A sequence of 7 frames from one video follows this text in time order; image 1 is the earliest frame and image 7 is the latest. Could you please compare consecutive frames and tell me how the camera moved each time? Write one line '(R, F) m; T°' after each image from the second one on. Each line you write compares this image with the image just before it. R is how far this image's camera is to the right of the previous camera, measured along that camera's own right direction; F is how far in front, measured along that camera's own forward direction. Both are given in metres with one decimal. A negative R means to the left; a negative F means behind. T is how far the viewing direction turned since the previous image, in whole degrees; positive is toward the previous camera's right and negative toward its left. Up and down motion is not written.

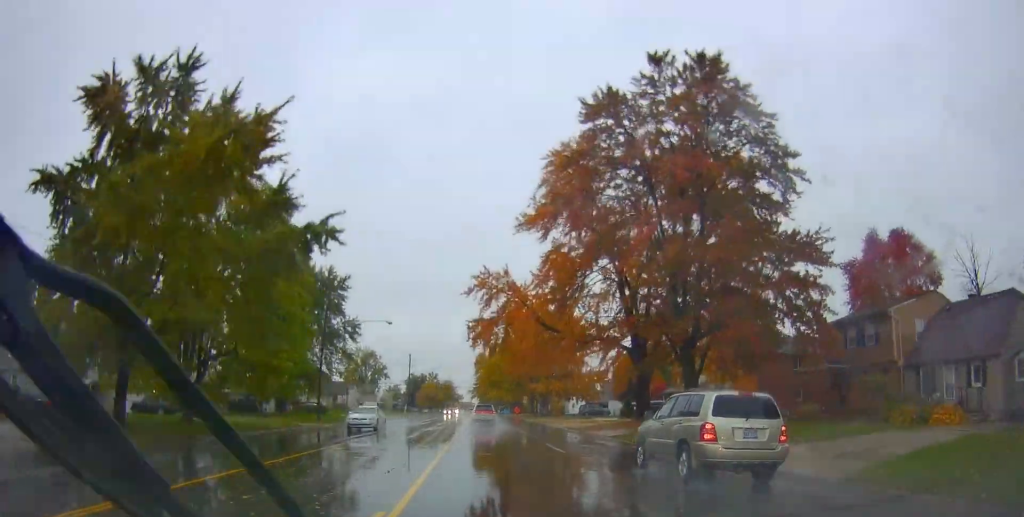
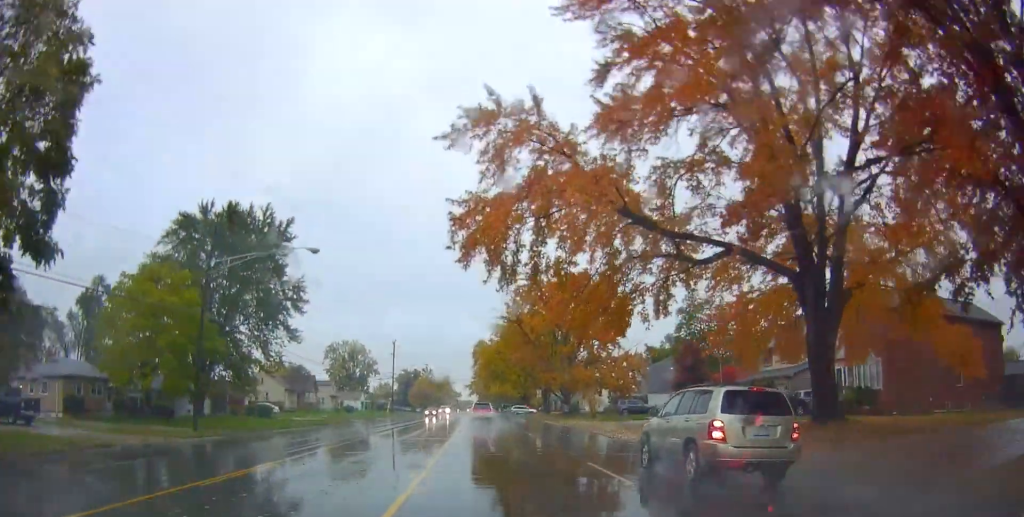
(+0.4, +23.8) m; +1°
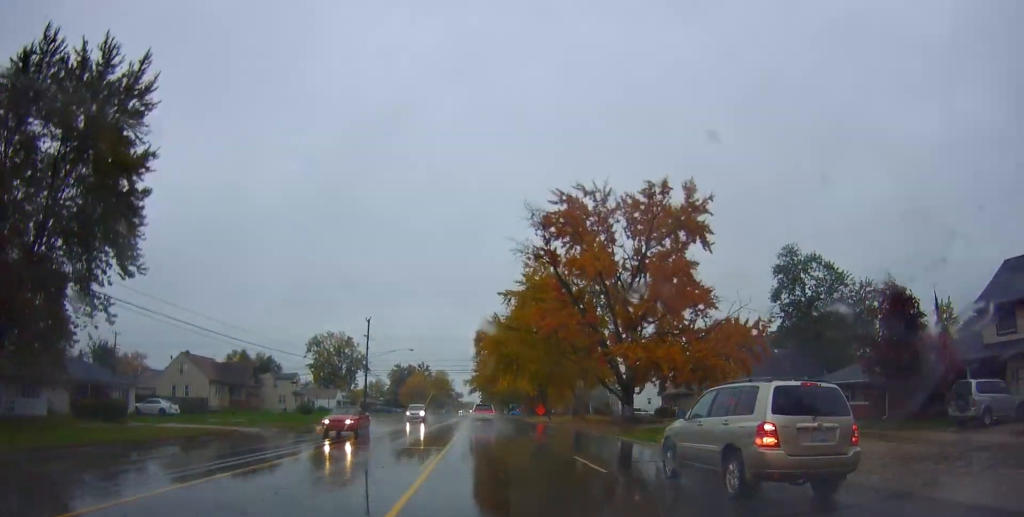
(-0.3, +28.3) m; 0°
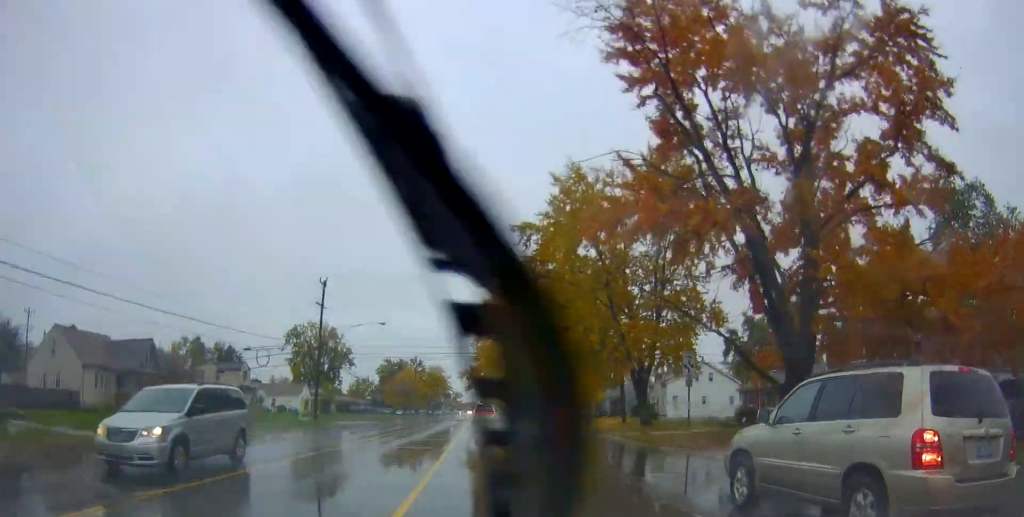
(+0.4, +24.8) m; +1°
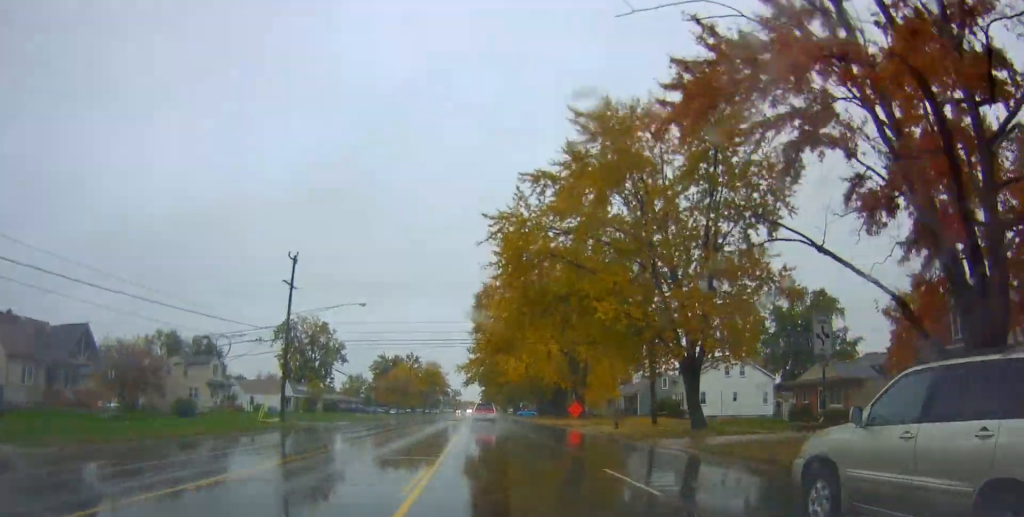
(0.0, +9.8) m; 0°
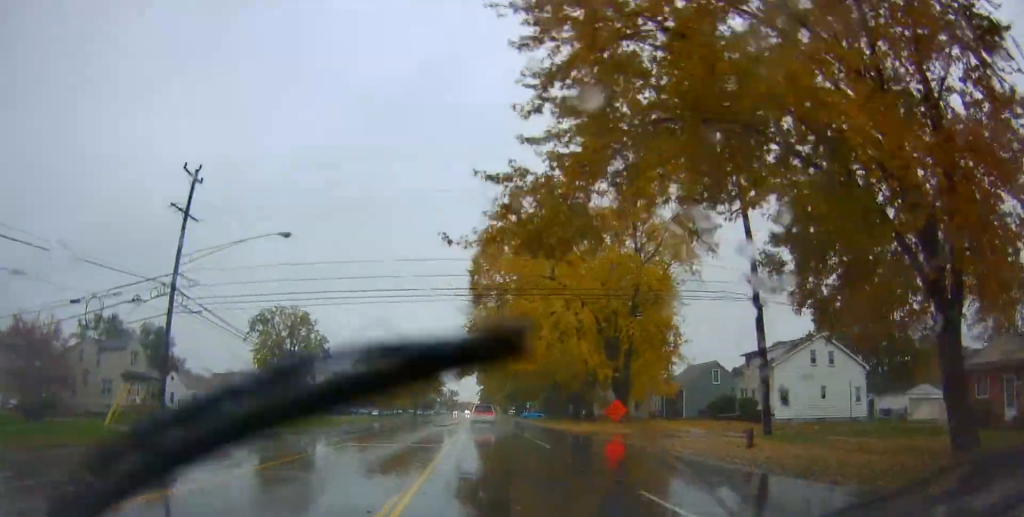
(-0.1, +18.9) m; -1°
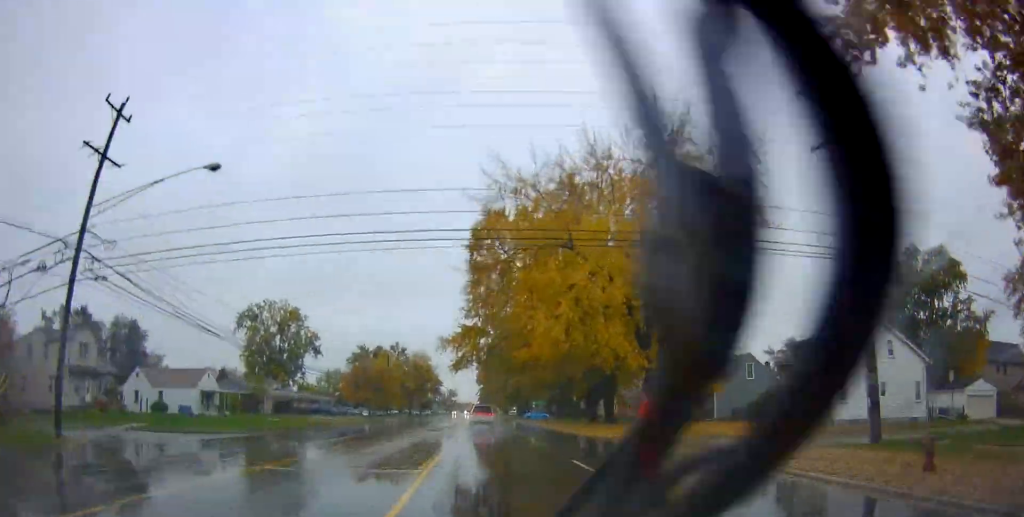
(-0.4, +8.6) m; 0°
